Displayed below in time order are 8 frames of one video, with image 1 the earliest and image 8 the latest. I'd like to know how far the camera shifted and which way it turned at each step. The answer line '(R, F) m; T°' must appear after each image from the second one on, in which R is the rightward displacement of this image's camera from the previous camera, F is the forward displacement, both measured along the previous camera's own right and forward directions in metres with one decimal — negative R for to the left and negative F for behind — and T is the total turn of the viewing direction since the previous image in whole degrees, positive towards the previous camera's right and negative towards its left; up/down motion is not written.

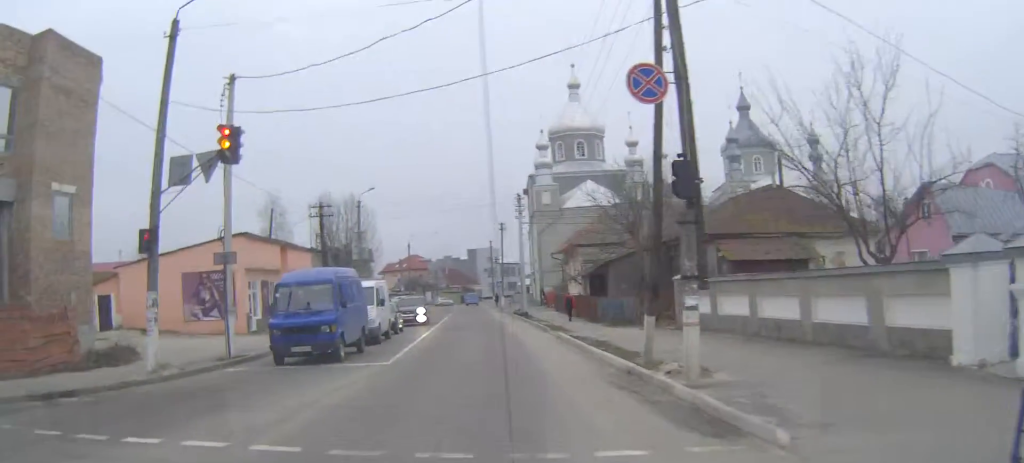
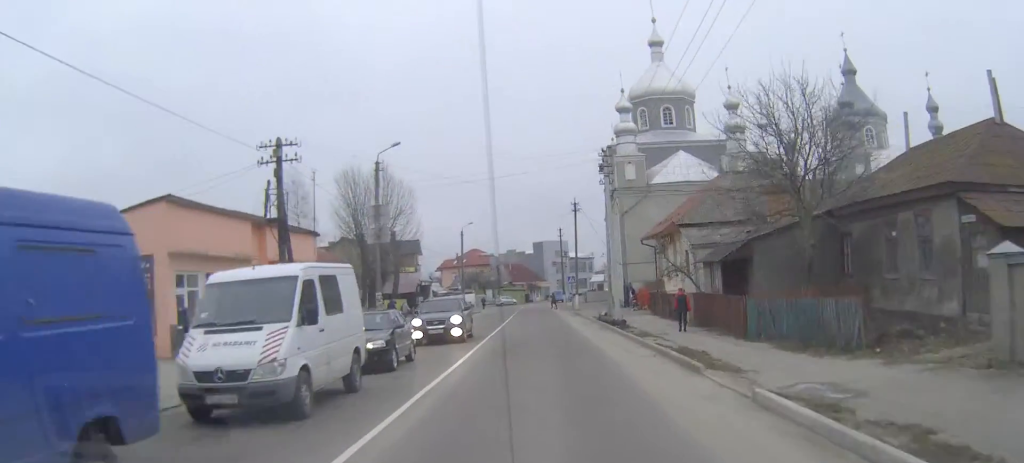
(-1.4, +14.4) m; -7°
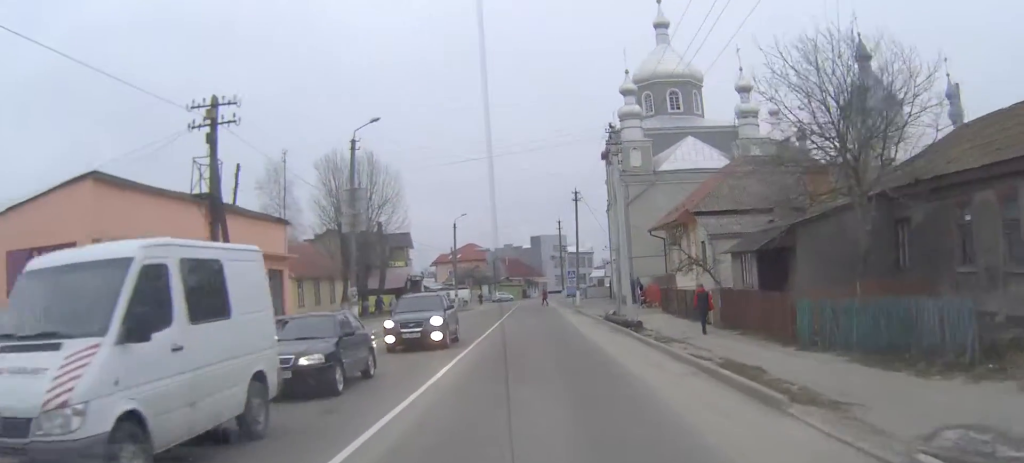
(0.0, +4.4) m; 0°
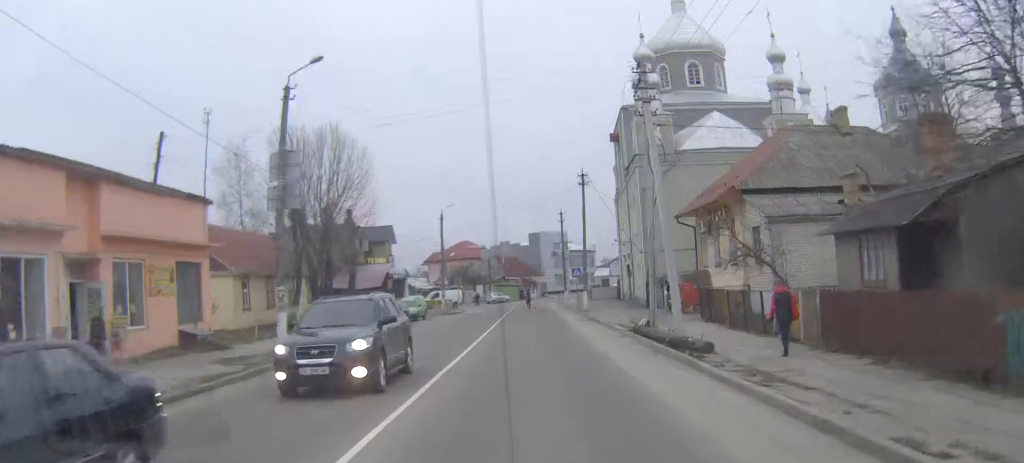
(0.0, +8.6) m; 0°
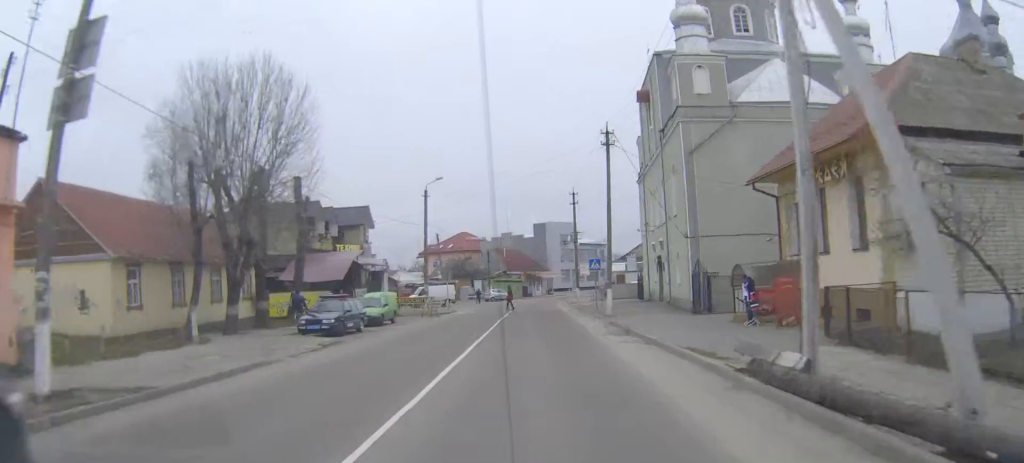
(0.0, +11.7) m; 0°
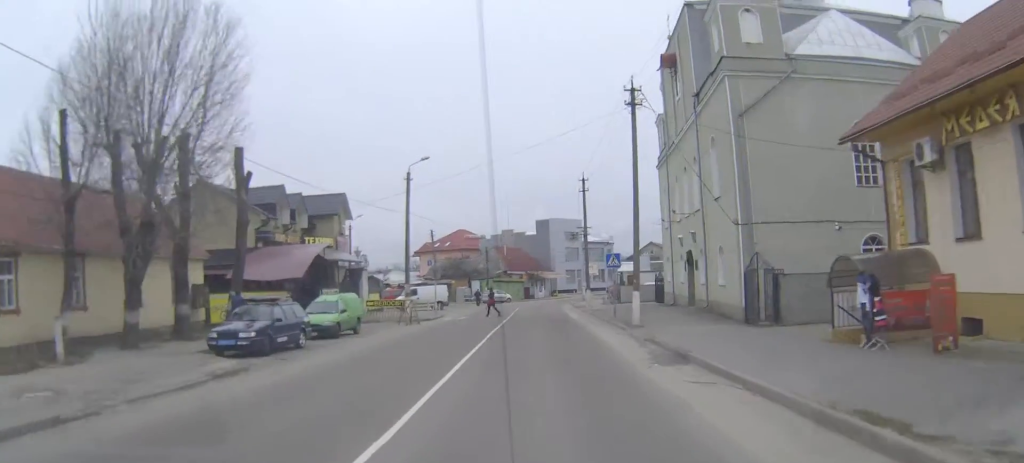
(0.0, +8.2) m; 0°
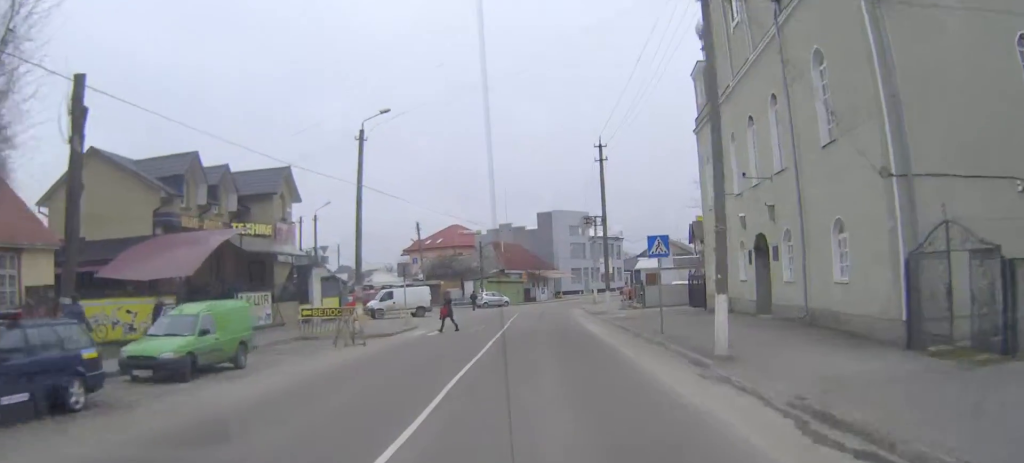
(0.0, +12.2) m; 0°
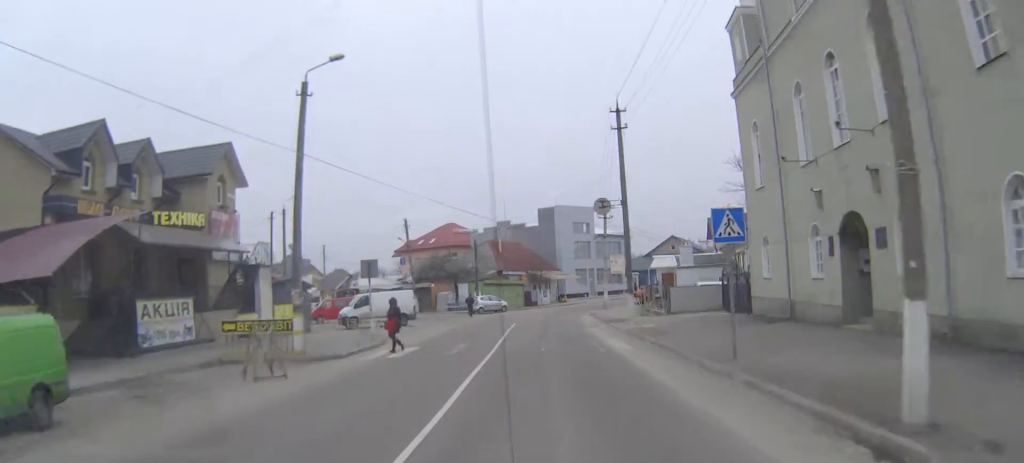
(0.0, +8.1) m; 0°
